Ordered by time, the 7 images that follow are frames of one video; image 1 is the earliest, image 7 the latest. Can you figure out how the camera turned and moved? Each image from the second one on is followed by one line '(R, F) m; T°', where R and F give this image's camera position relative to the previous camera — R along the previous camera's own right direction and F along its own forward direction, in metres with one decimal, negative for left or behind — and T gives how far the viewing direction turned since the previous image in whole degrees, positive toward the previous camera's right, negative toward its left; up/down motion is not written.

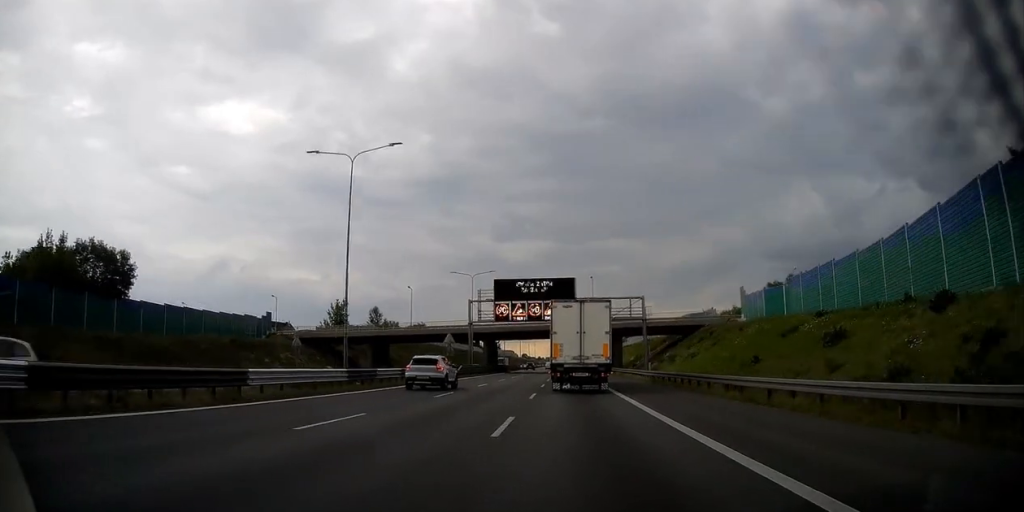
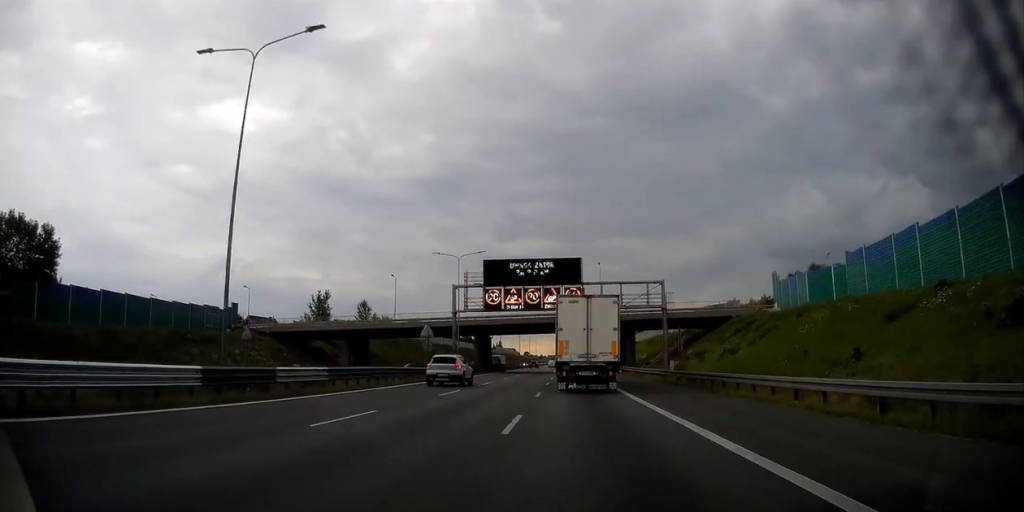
(+0.3, +11.9) m; -1°
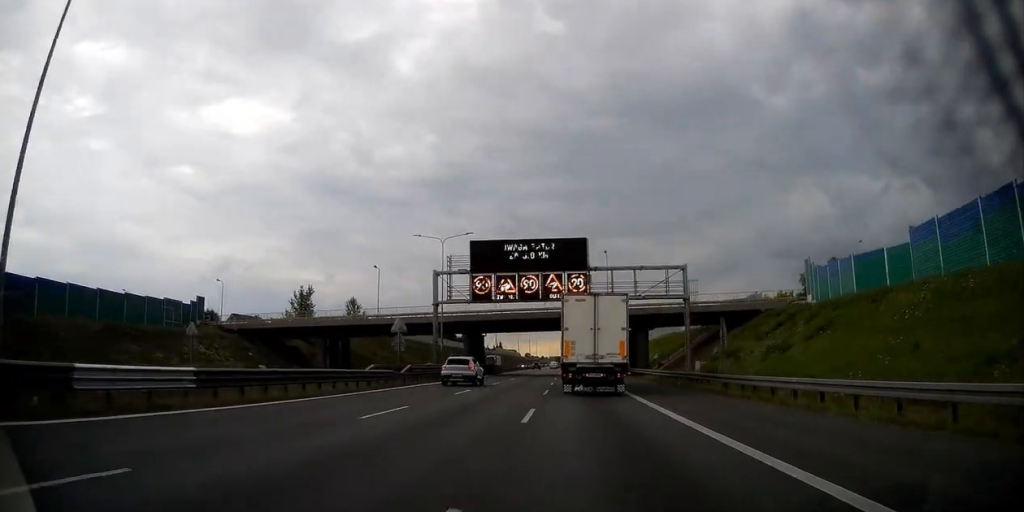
(-0.4, +9.6) m; 0°
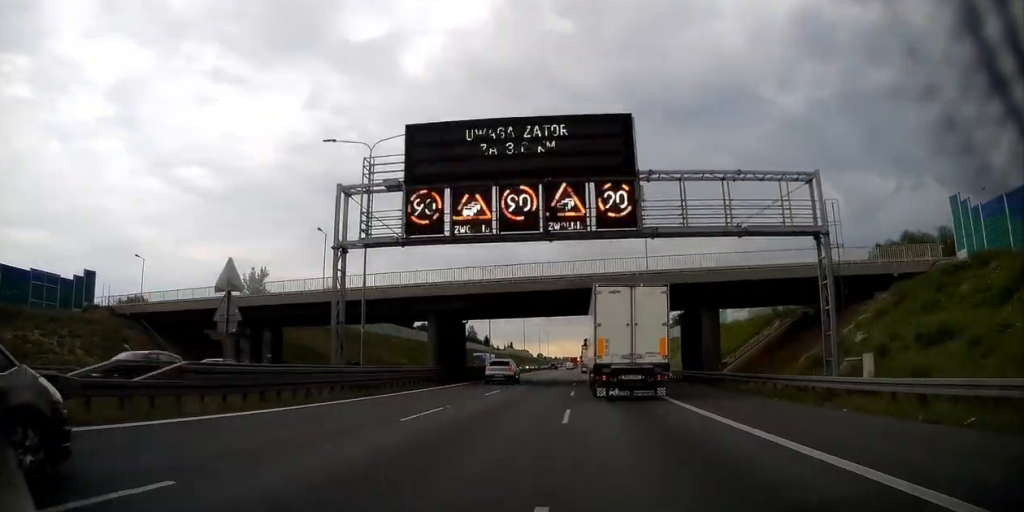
(-0.4, +24.1) m; 0°
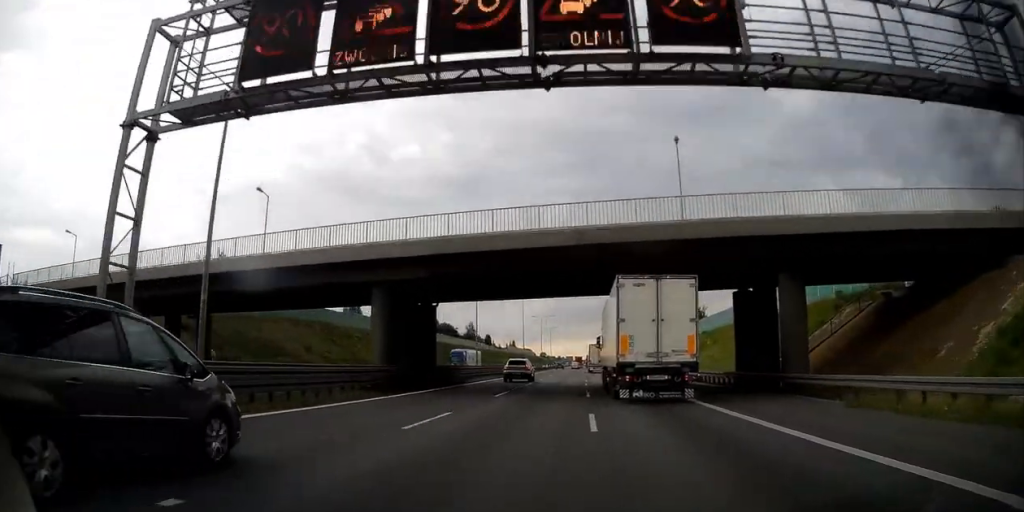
(+0.2, +13.8) m; +1°
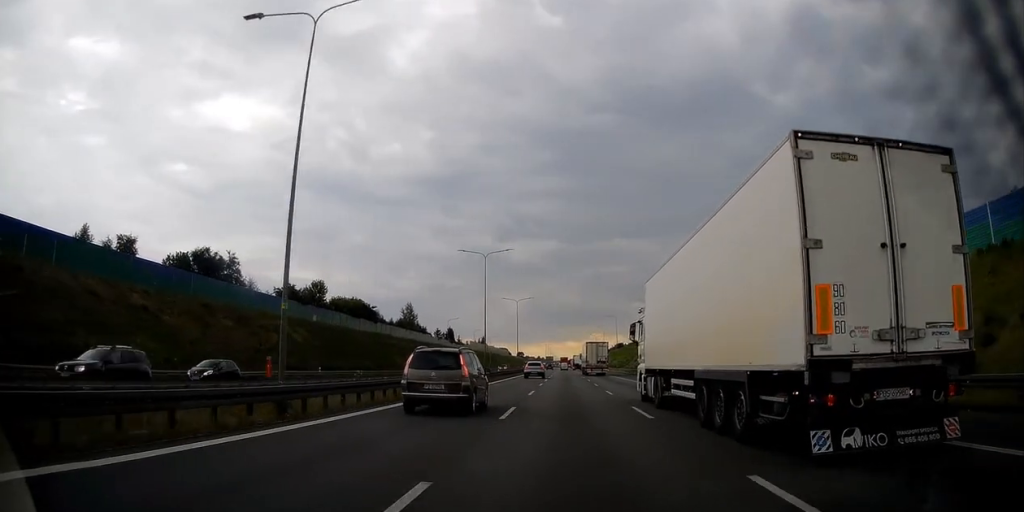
(+0.5, +82.7) m; +1°
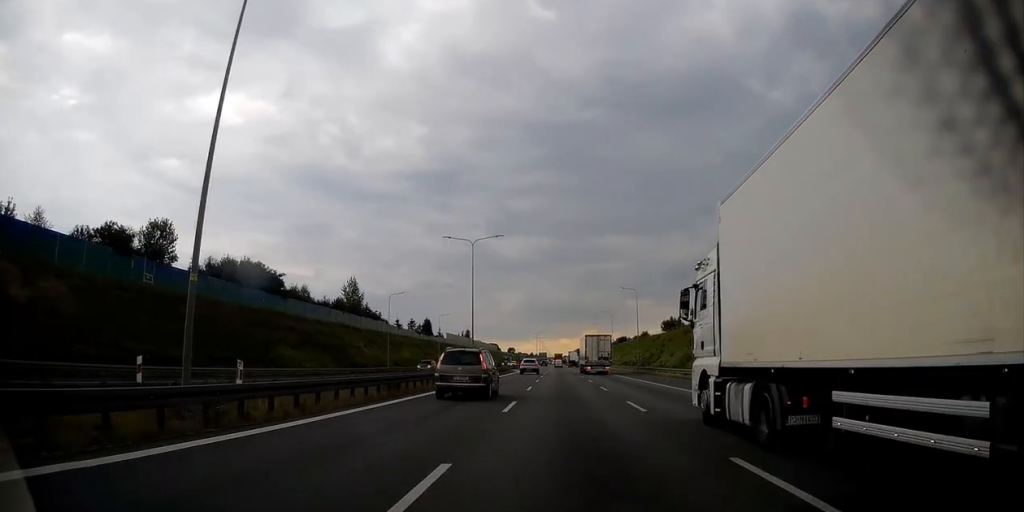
(+0.5, +47.1) m; +1°
